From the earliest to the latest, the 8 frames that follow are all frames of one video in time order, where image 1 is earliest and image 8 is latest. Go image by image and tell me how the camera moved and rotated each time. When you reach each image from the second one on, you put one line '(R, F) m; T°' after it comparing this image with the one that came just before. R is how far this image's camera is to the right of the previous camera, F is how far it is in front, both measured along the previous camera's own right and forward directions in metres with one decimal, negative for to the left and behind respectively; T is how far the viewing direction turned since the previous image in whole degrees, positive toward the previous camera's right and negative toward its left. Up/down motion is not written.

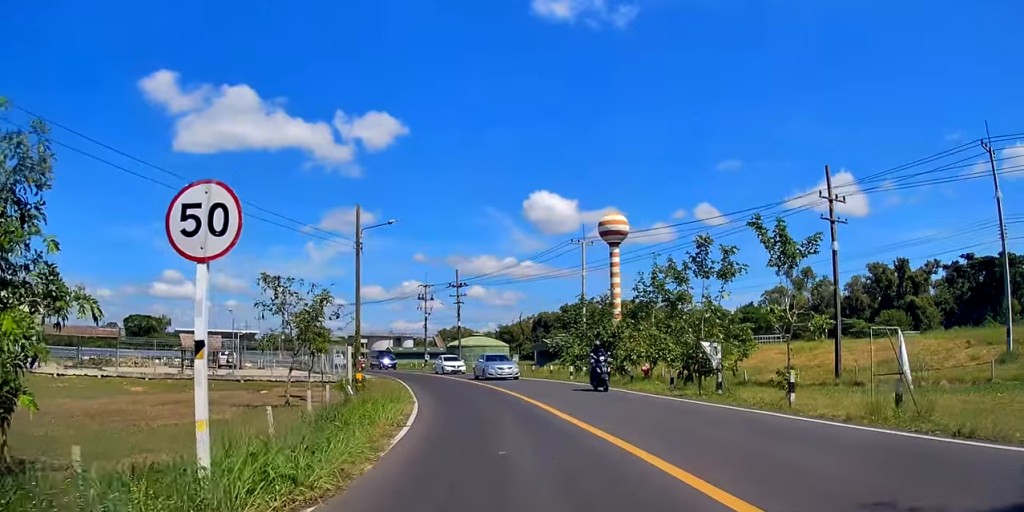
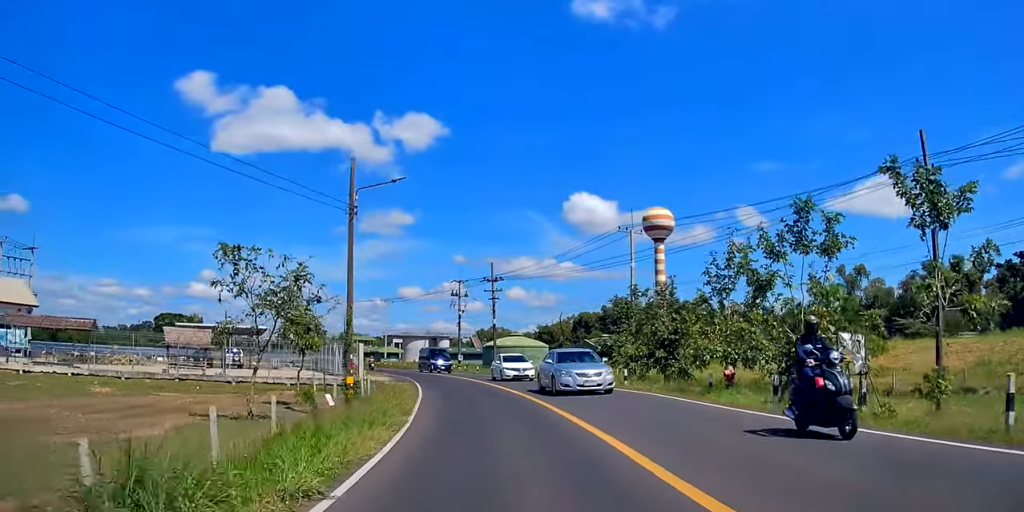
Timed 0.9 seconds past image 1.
(+0.1, +6.7) m; +1°
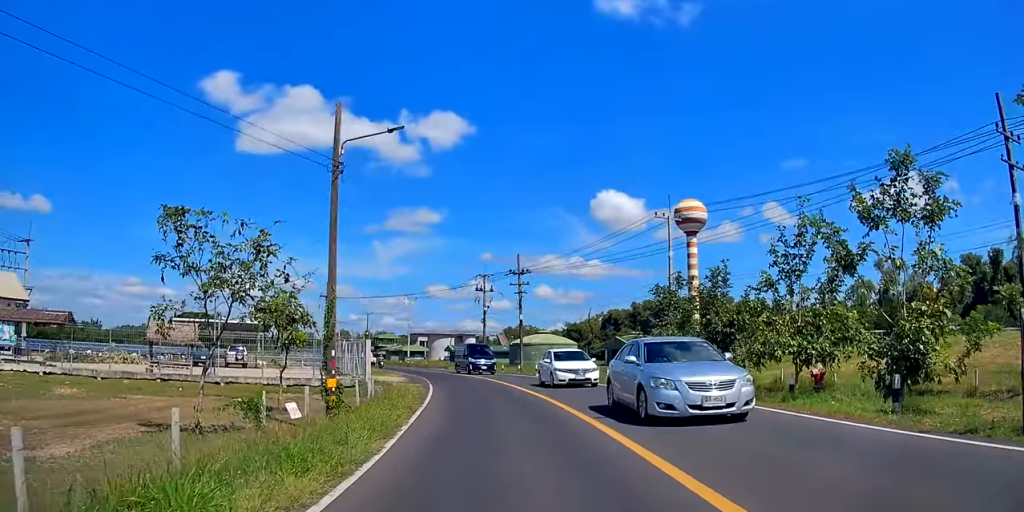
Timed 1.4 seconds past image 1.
(+0.1, +4.5) m; 0°
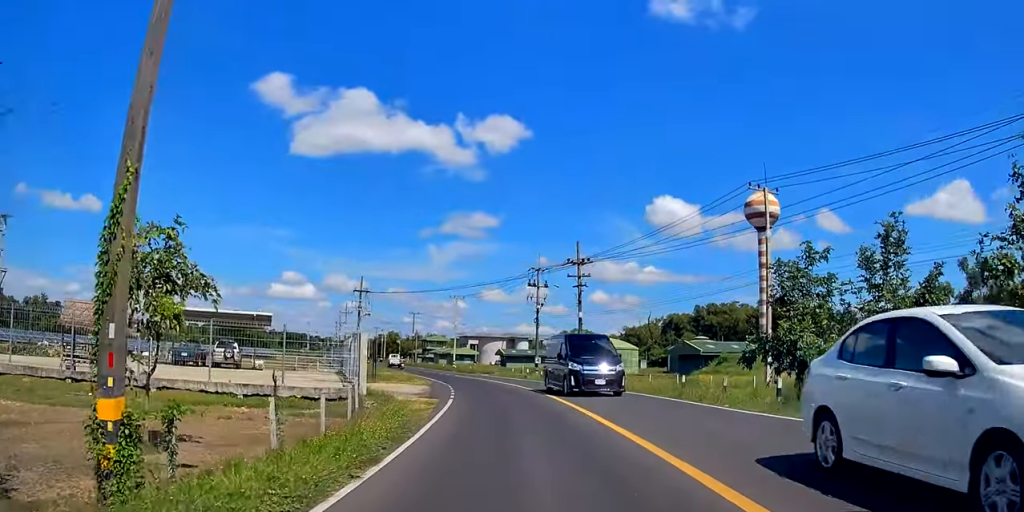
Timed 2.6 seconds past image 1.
(-0.2, +10.8) m; -2°
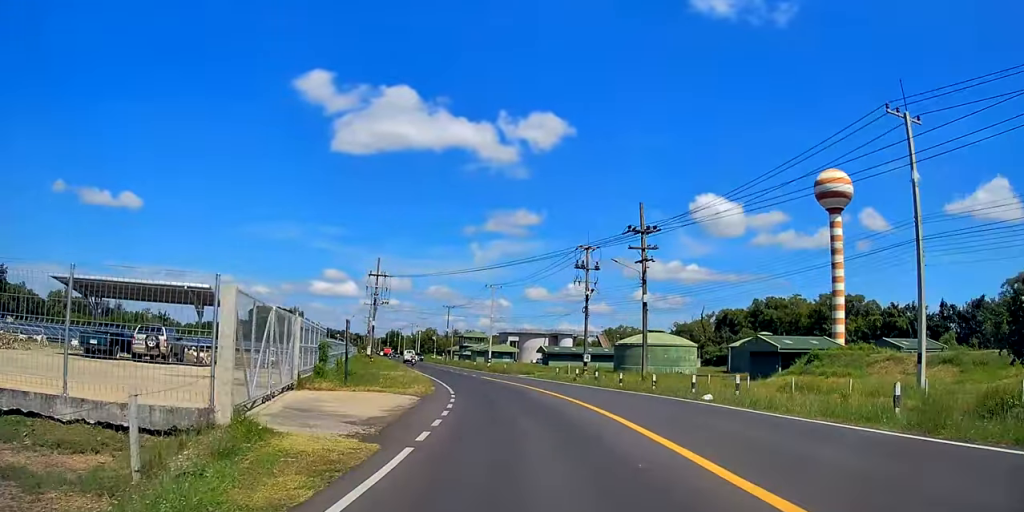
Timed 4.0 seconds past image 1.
(-0.2, +12.8) m; -3°
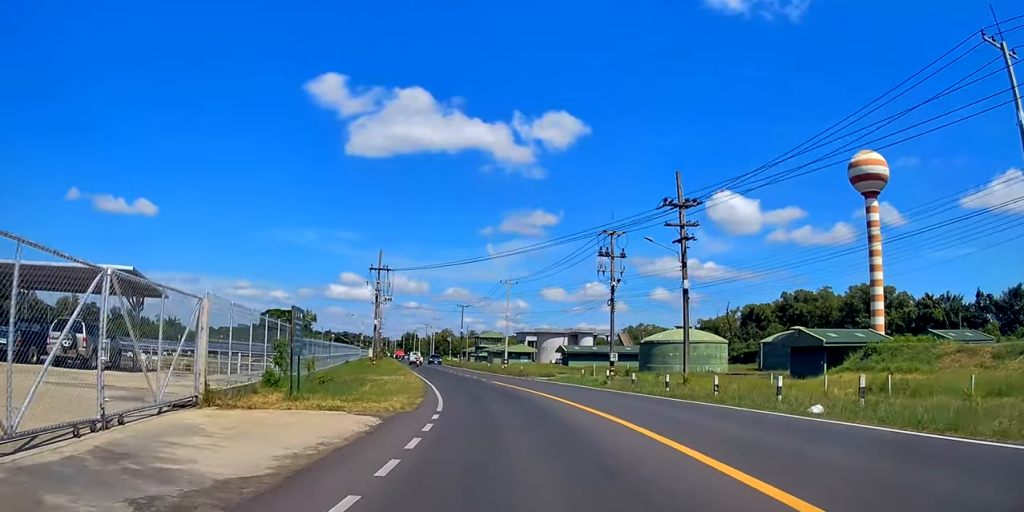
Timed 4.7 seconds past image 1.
(-0.2, +6.6) m; -3°
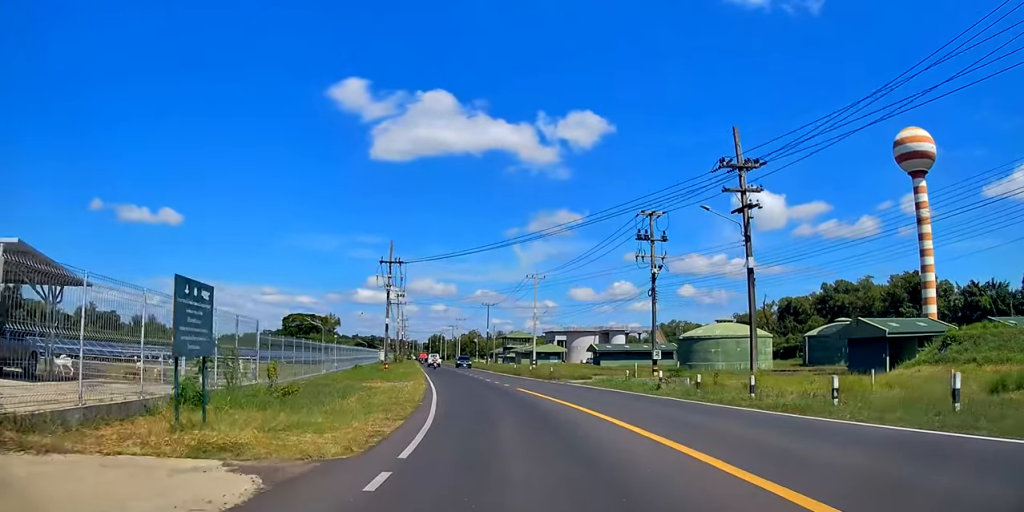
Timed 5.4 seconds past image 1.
(-0.2, +6.8) m; -3°
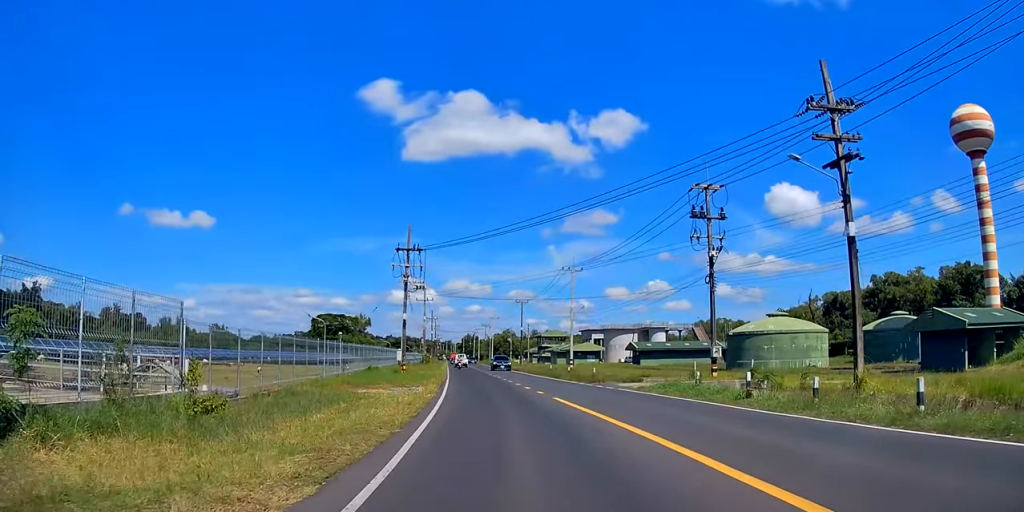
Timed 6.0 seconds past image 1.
(-0.3, +6.6) m; -1°
